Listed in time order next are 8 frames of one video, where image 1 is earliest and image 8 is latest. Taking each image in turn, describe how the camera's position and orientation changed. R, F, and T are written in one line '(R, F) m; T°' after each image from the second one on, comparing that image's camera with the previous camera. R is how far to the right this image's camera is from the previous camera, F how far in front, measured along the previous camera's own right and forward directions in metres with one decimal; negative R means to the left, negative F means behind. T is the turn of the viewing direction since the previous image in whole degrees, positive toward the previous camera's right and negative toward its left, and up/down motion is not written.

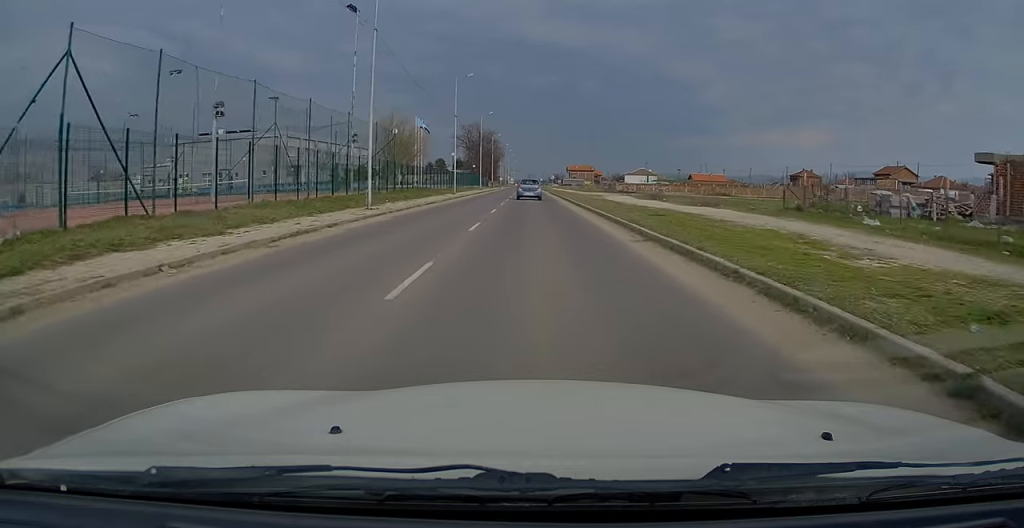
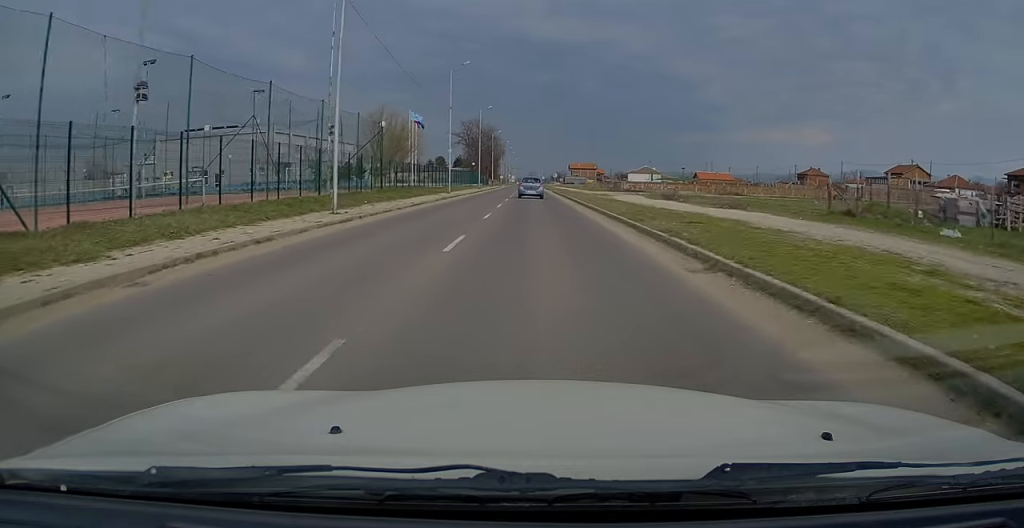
(+0.1, +5.0) m; 0°
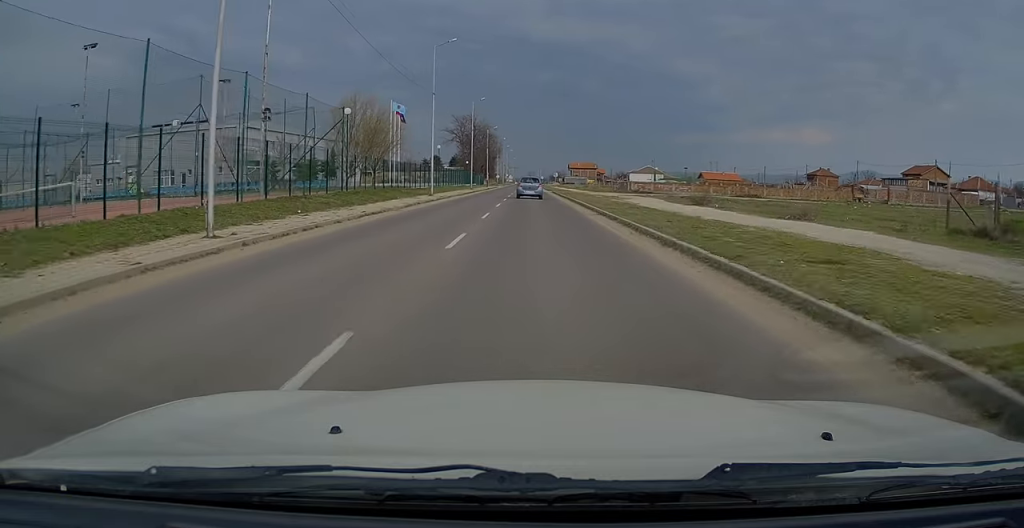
(0.0, +8.8) m; 0°
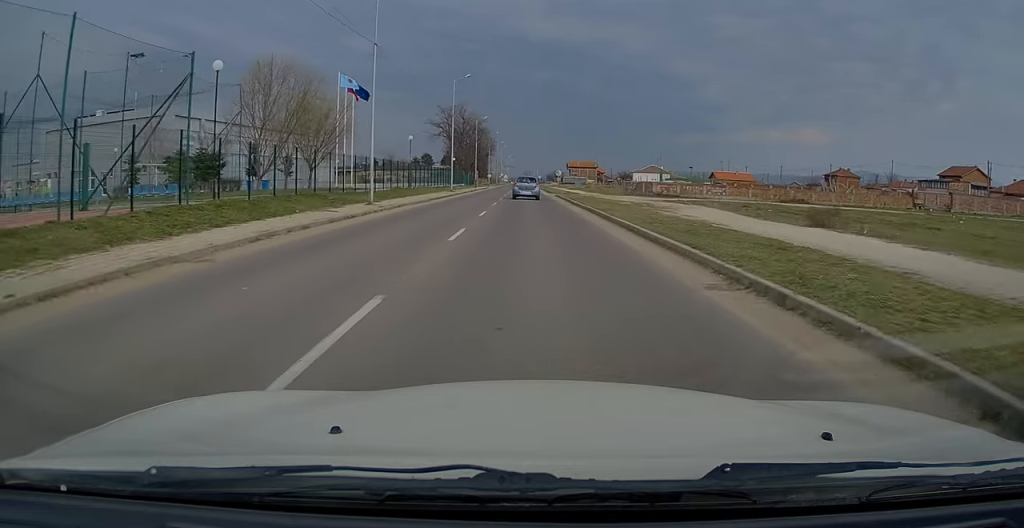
(-0.2, +16.7) m; -1°
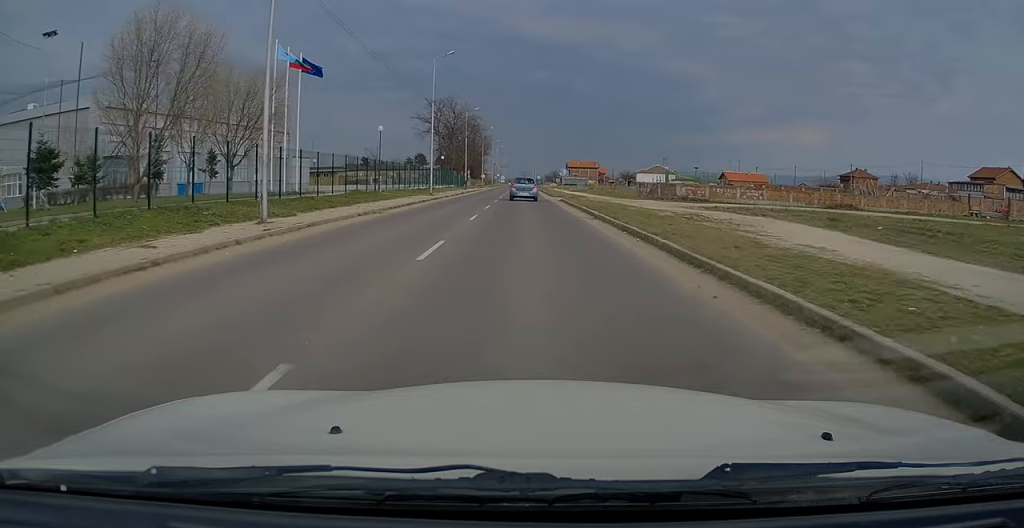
(+0.1, +11.6) m; +1°
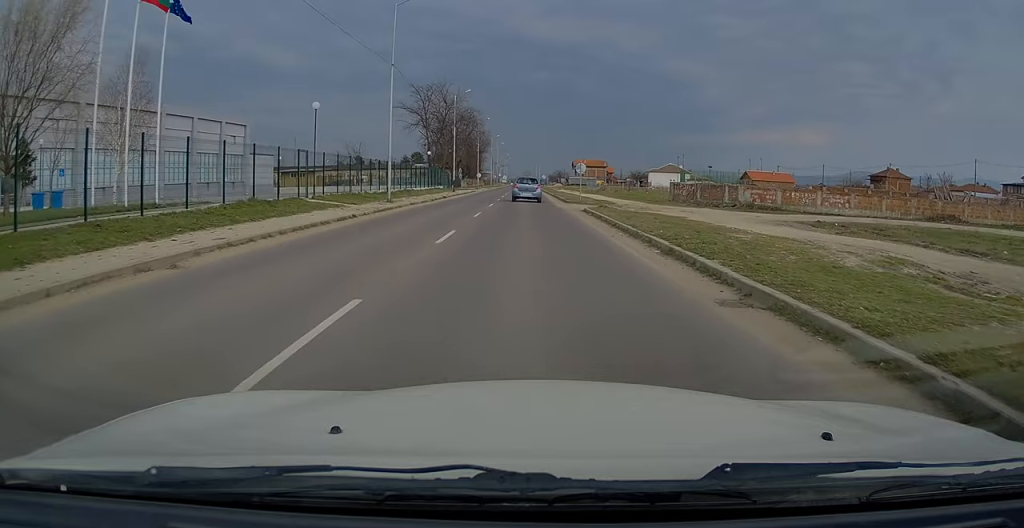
(0.0, +15.7) m; 0°
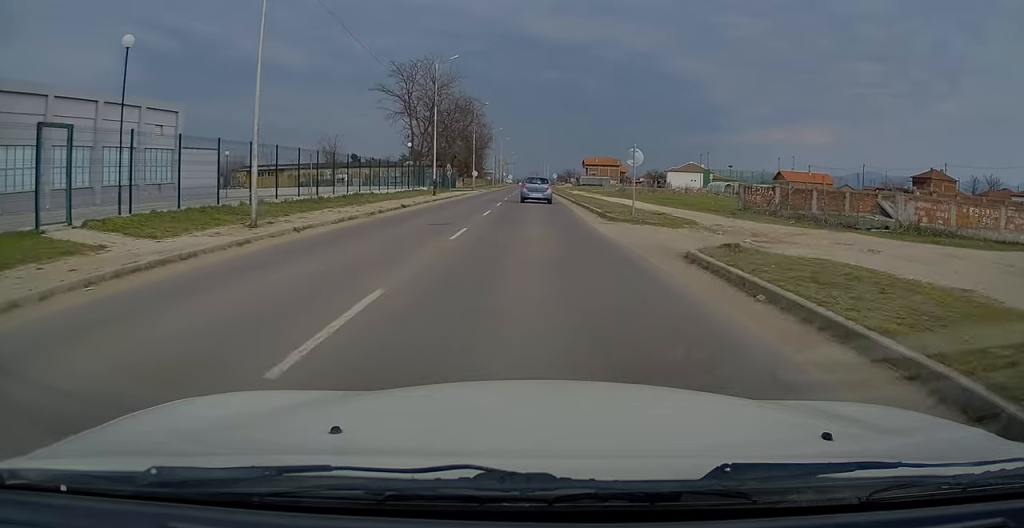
(-0.1, +17.4) m; -1°
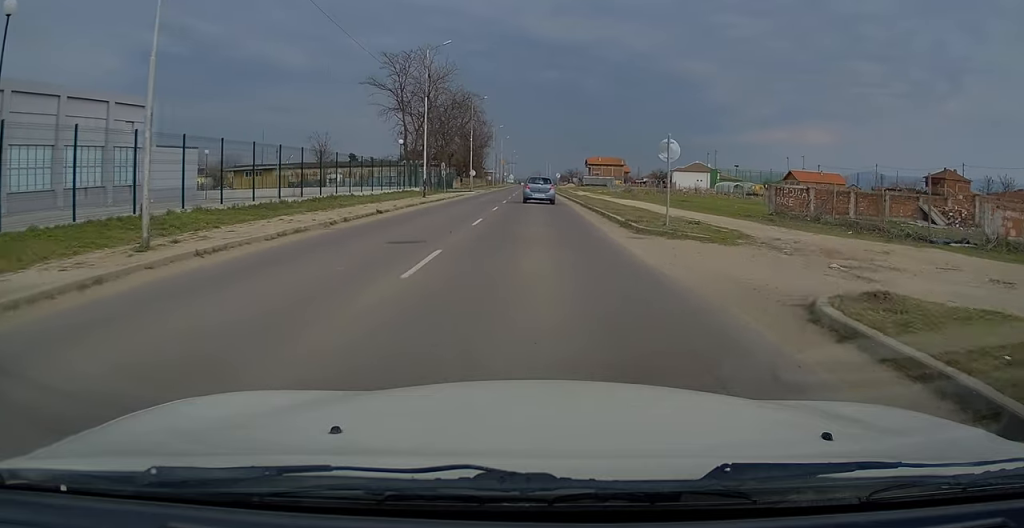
(0.0, +5.0) m; 0°
